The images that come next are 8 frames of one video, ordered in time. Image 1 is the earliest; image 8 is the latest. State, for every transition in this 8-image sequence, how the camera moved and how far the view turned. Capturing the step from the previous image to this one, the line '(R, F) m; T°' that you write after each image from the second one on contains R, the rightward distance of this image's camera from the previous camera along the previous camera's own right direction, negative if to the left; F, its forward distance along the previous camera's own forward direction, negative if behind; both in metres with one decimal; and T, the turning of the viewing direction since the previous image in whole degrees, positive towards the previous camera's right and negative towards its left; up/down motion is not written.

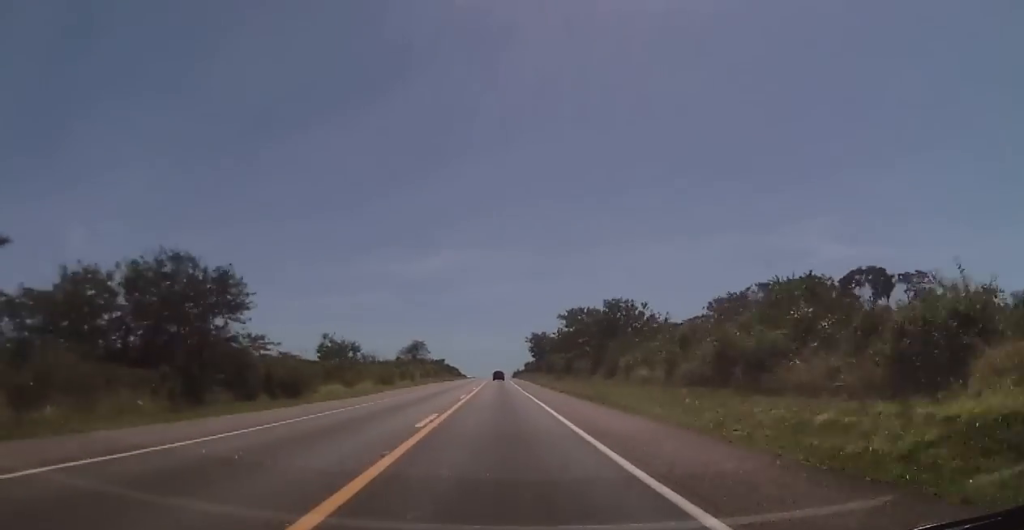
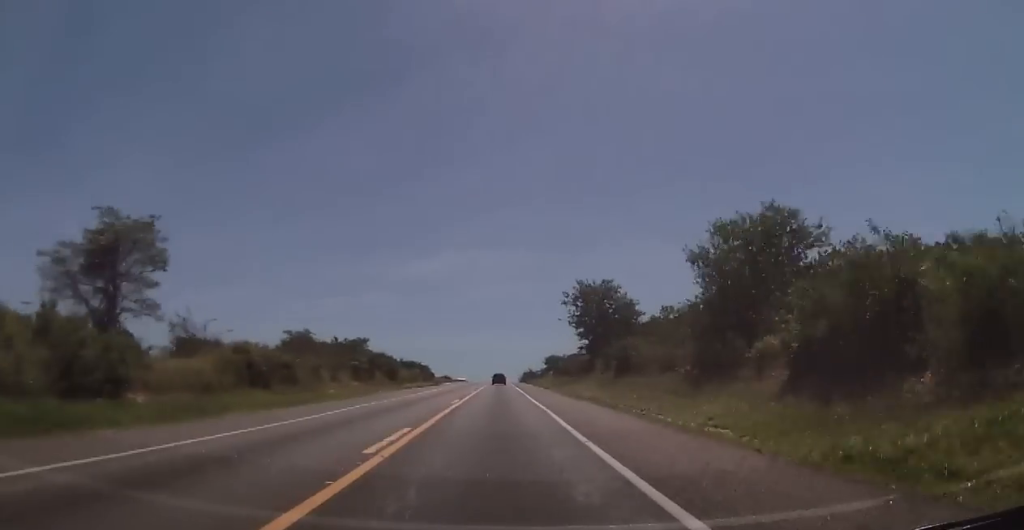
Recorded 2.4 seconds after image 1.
(-0.1, +96.1) m; 0°
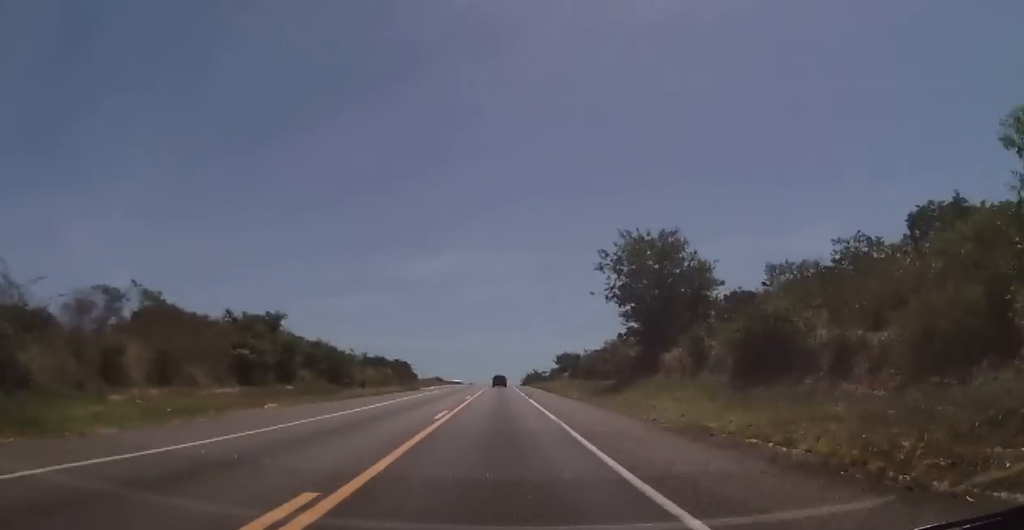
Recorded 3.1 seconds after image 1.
(0.0, +26.3) m; 0°
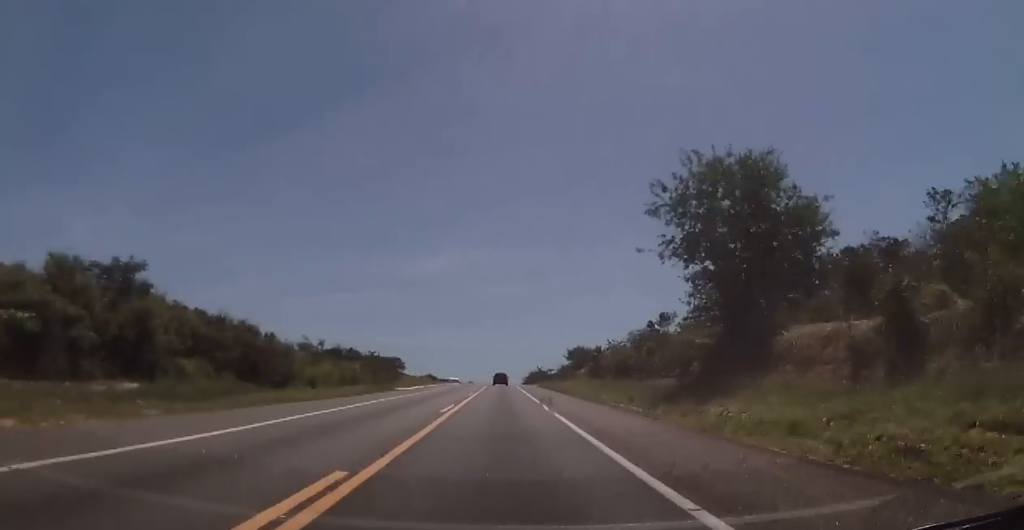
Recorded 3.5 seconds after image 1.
(0.0, +17.0) m; 0°
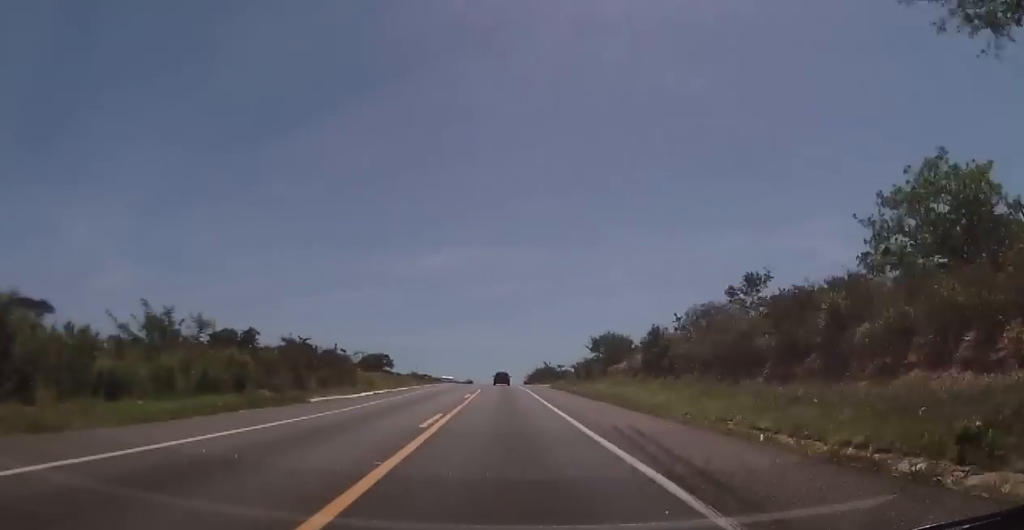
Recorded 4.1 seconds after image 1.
(+0.1, +24.7) m; -1°
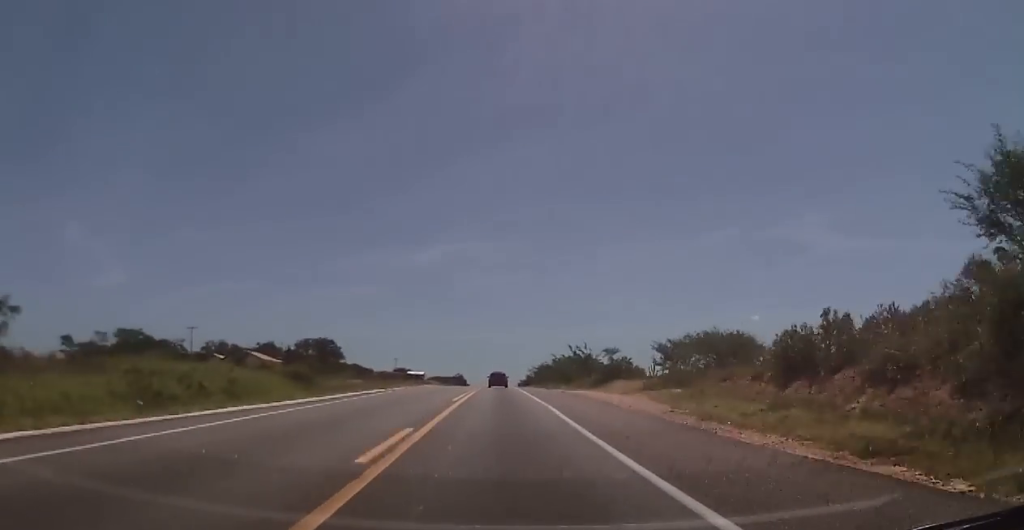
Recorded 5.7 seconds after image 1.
(+0.2, +60.6) m; +1°
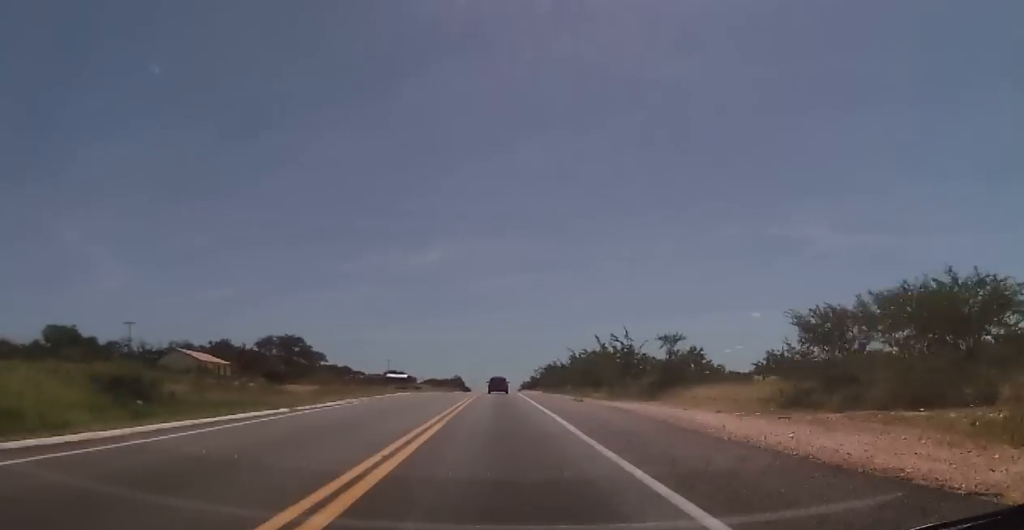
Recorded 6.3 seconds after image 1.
(+0.4, +23.1) m; 0°
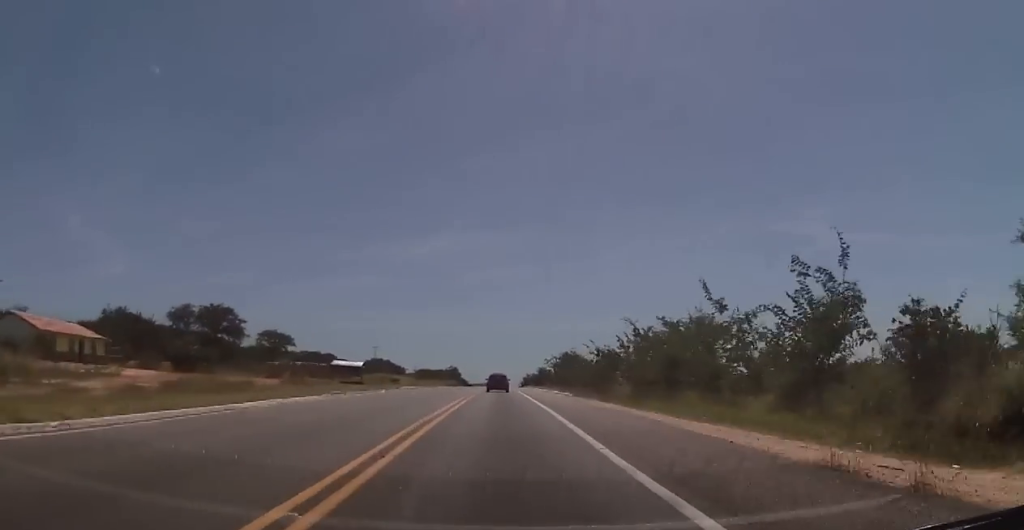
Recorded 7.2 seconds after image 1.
(-0.4, +32.8) m; -1°
